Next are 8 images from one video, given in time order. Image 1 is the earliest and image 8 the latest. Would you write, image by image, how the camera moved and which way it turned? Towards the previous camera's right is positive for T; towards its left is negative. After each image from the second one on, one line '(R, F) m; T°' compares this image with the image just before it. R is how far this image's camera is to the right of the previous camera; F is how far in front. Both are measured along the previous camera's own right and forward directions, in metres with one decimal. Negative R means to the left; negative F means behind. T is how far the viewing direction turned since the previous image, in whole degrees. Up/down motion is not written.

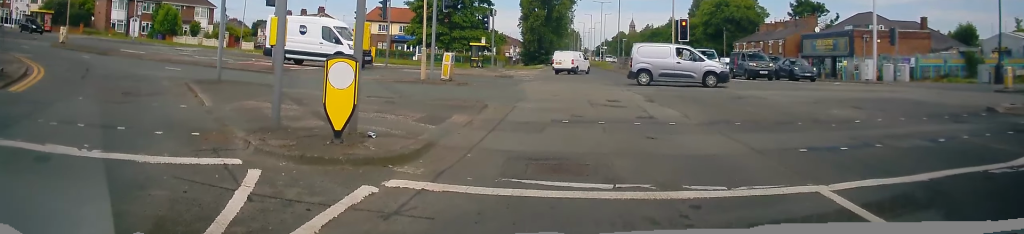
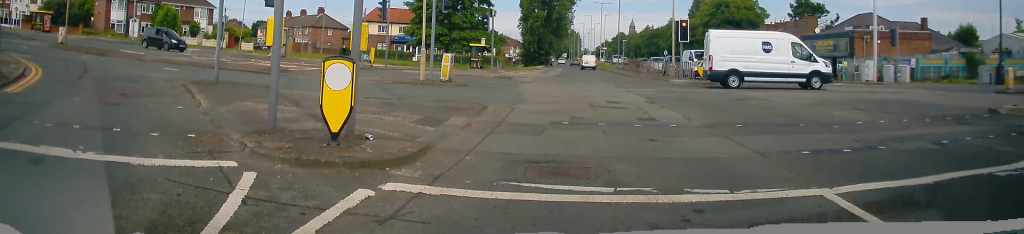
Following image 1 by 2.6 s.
(-0.2, +0.3) m; 0°
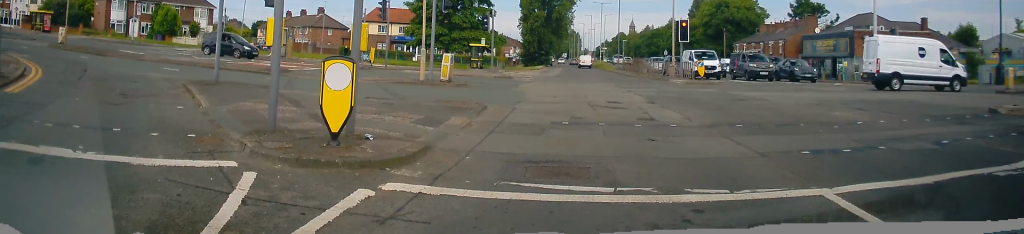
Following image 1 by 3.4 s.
(0.0, 0.0) m; 0°
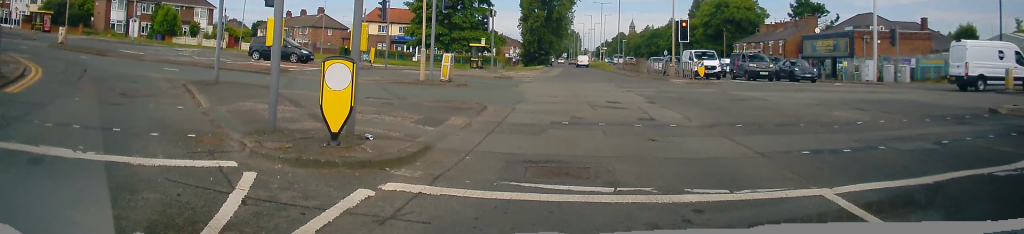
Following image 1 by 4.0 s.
(0.0, 0.0) m; 0°
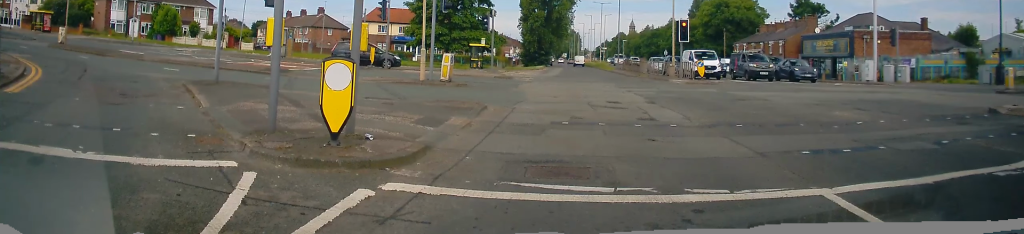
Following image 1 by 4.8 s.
(0.0, 0.0) m; 0°
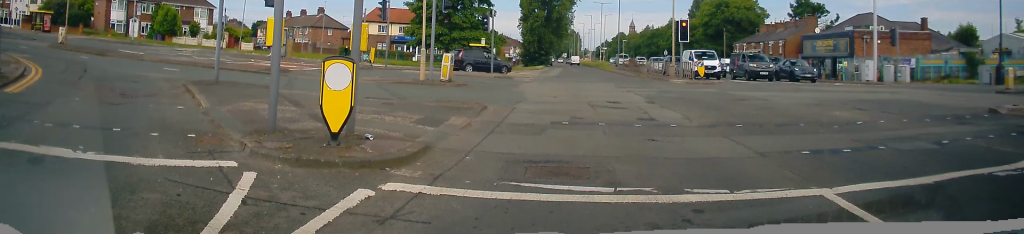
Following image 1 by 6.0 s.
(0.0, 0.0) m; 0°
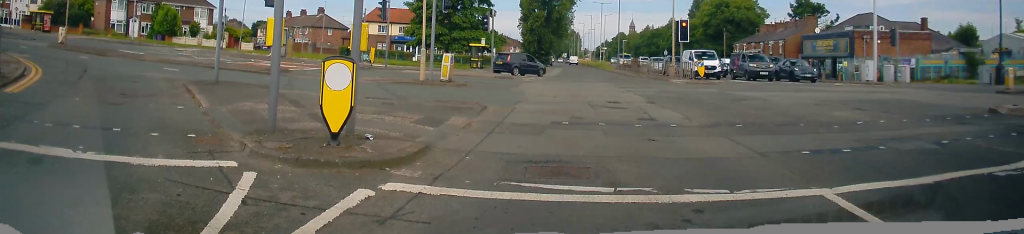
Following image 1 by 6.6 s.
(0.0, 0.0) m; 0°
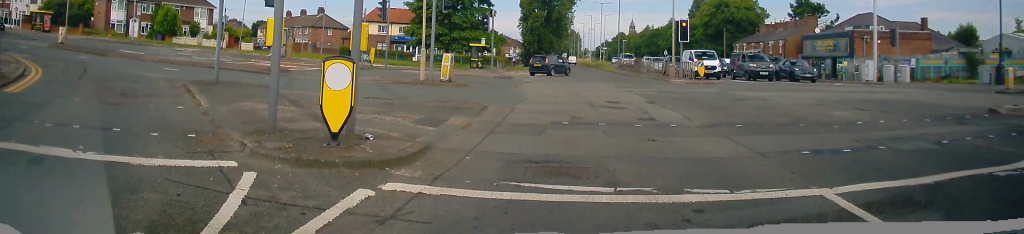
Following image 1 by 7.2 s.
(0.0, 0.0) m; 0°
